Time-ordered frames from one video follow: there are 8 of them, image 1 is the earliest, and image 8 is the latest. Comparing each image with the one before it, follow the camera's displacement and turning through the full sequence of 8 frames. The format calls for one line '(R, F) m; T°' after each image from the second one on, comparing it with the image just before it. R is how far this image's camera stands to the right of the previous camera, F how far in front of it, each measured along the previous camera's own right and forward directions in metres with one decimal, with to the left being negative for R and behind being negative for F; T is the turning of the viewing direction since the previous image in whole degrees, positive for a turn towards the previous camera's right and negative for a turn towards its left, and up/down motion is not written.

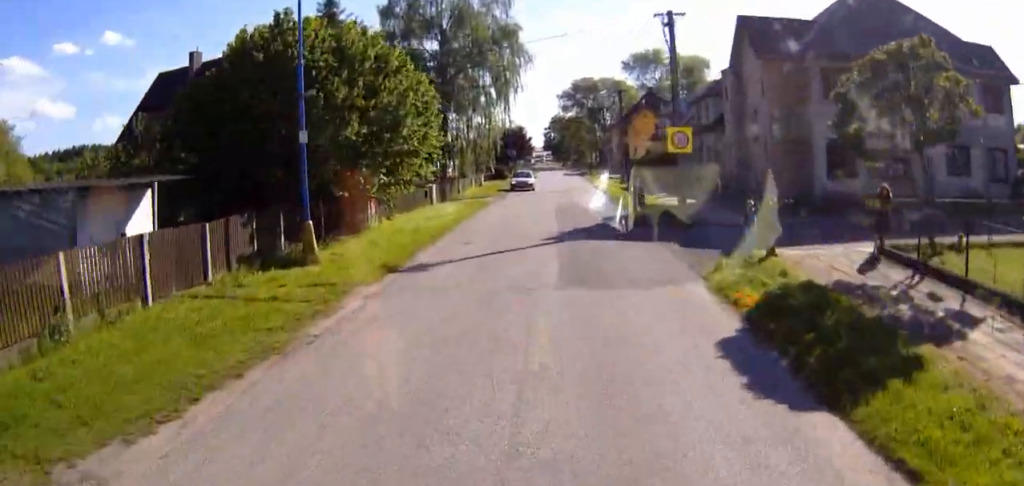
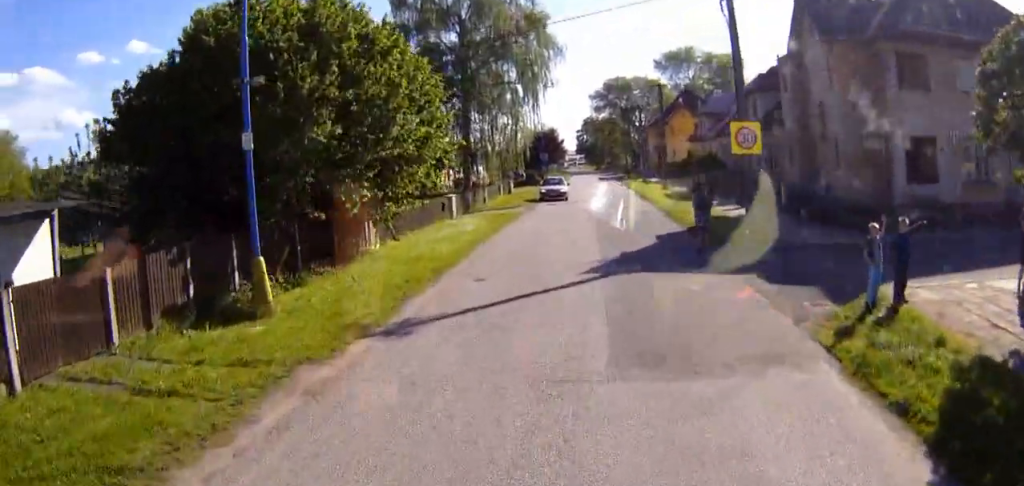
(-0.1, +6.1) m; +1°
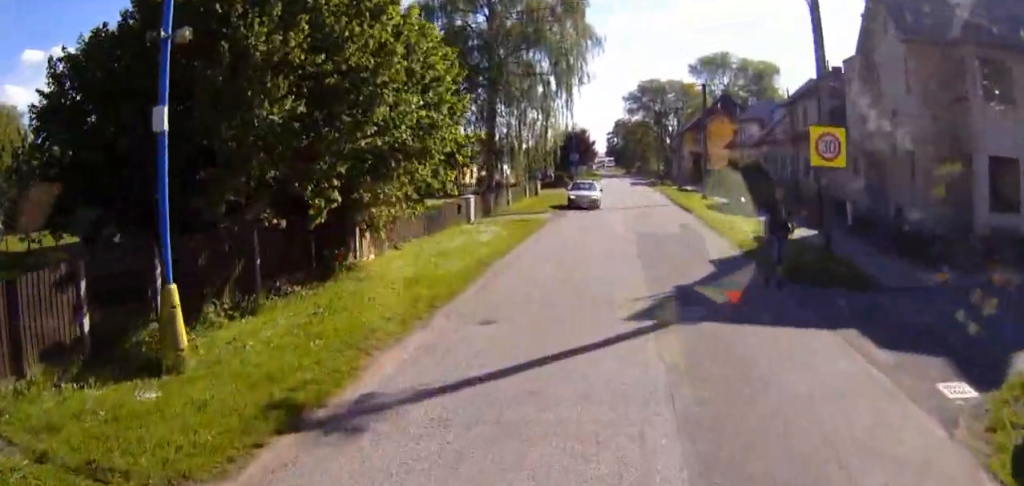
(0.0, +5.5) m; +3°
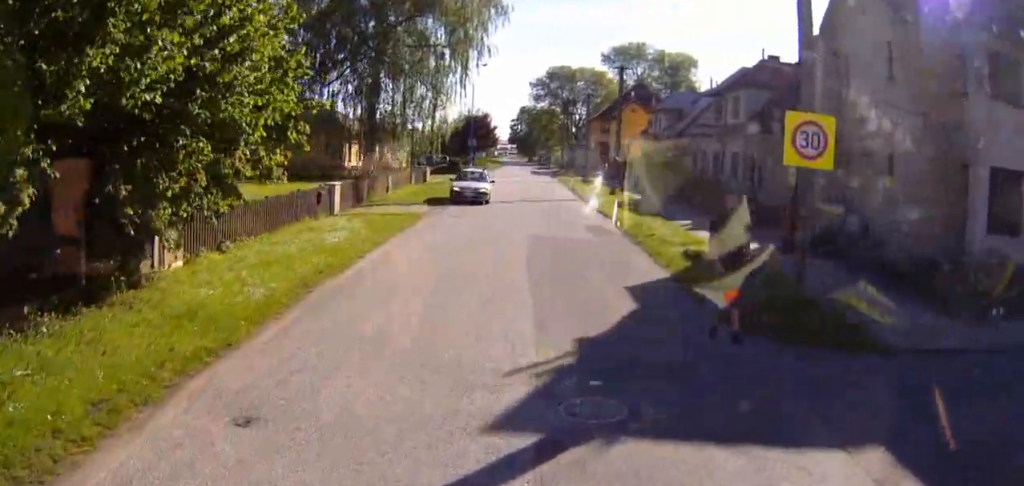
(0.0, +7.3) m; +11°
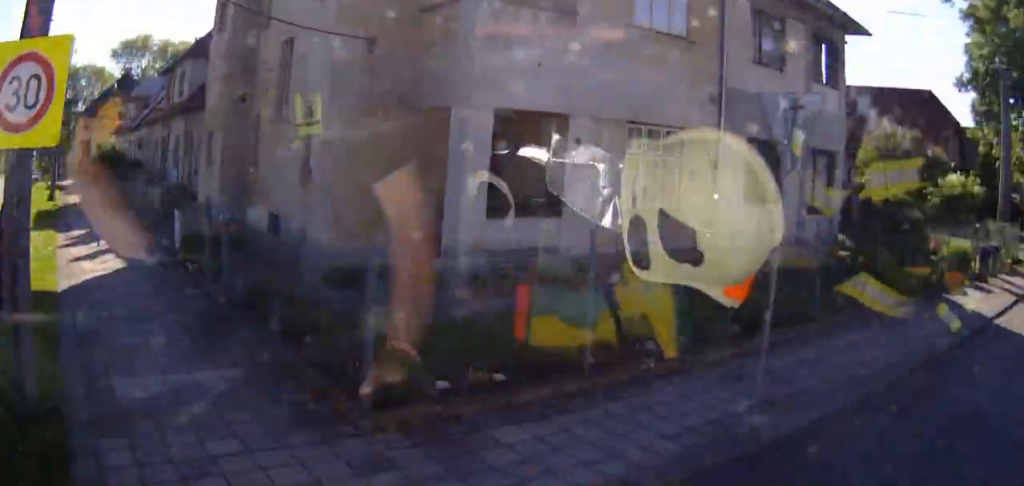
(+3.0, +8.3) m; +43°
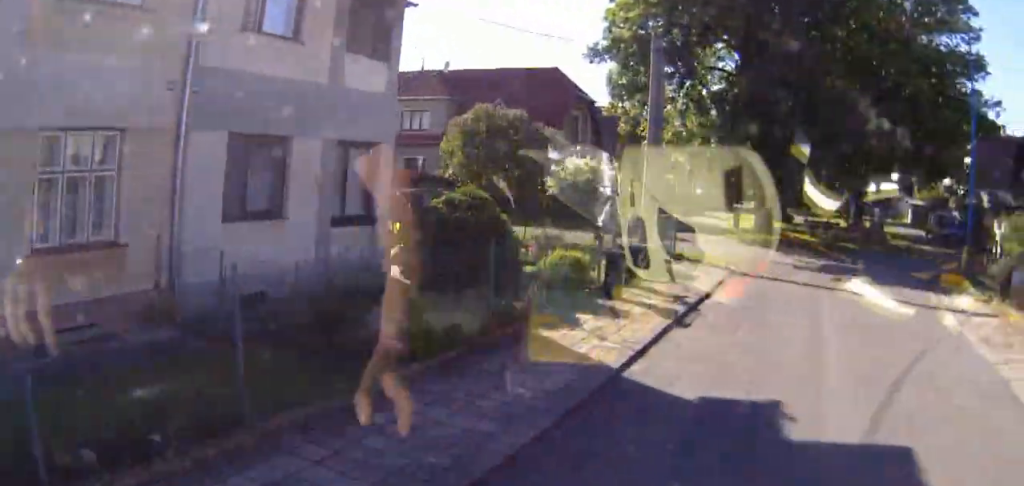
(+1.3, +4.2) m; +20°
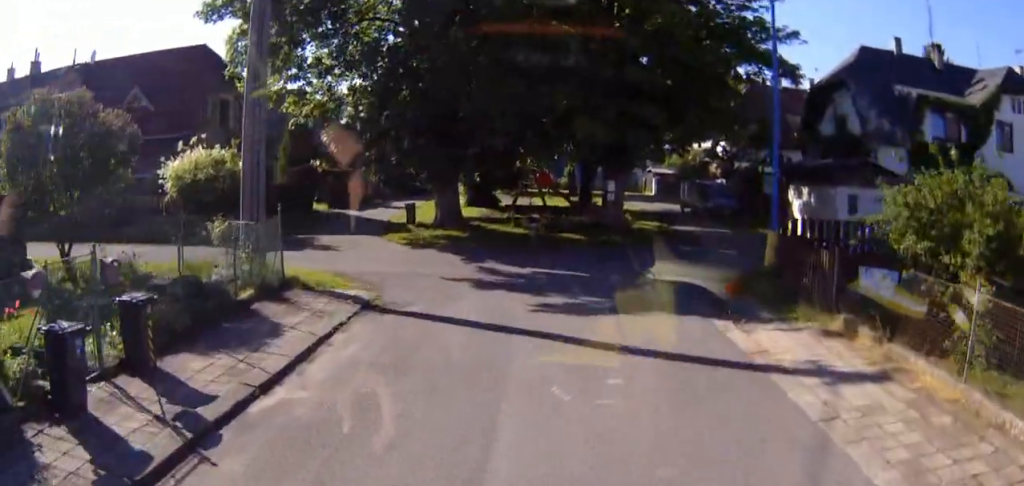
(+0.7, +5.2) m; +10°
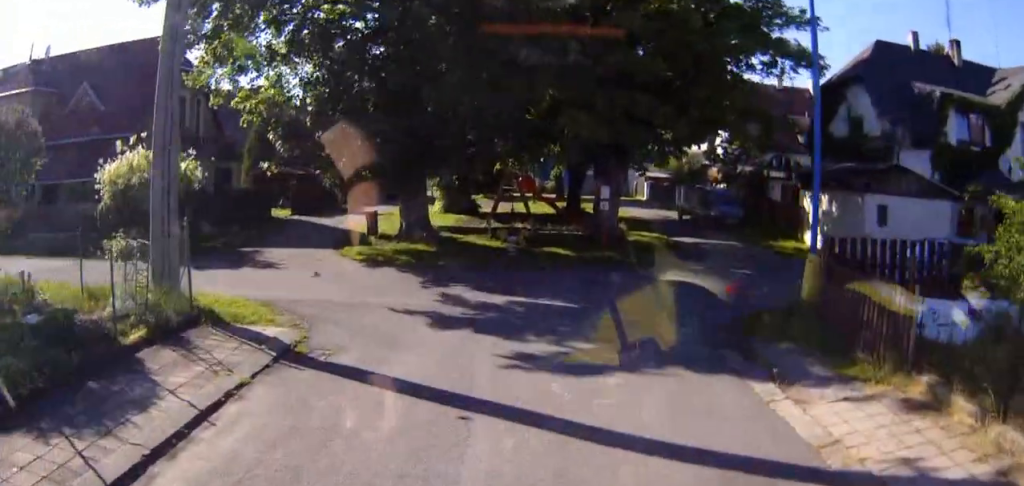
(0.0, +2.0) m; +2°
